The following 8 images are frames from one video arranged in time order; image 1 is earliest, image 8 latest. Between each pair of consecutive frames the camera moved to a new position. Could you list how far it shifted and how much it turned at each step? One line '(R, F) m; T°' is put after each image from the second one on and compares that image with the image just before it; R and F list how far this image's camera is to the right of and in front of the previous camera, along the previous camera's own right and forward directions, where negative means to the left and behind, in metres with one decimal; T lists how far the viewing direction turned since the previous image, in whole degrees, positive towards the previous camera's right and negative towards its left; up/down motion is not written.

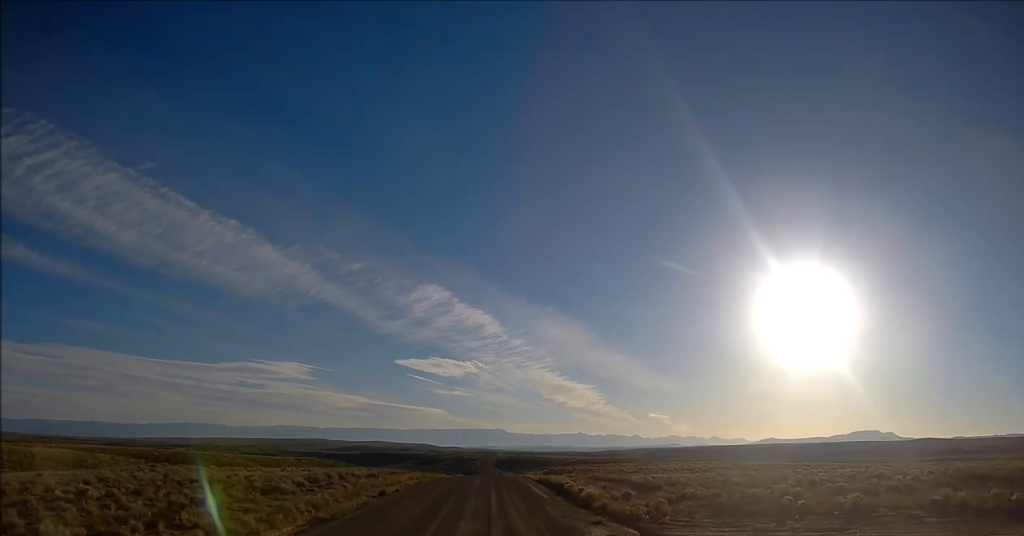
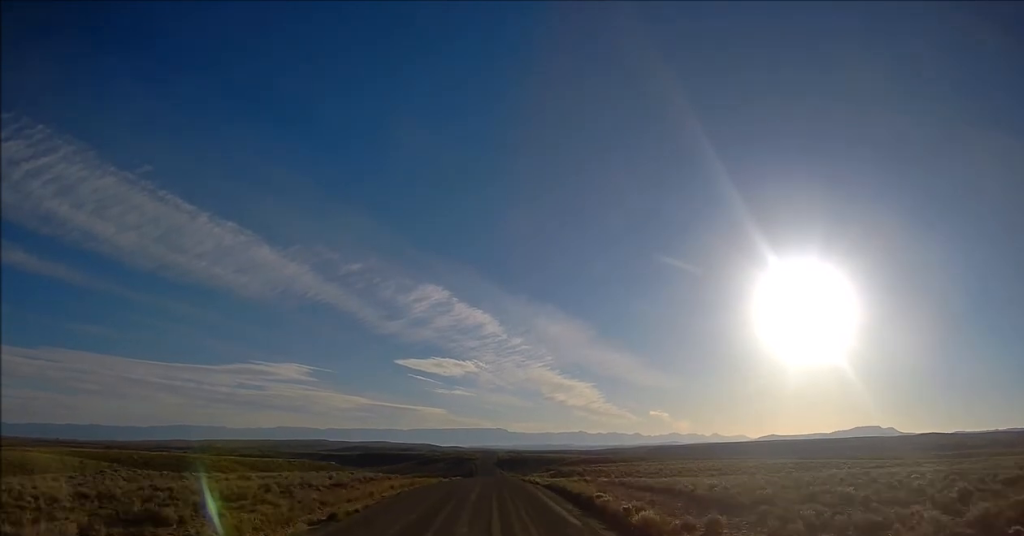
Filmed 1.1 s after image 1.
(+0.1, +10.4) m; +1°
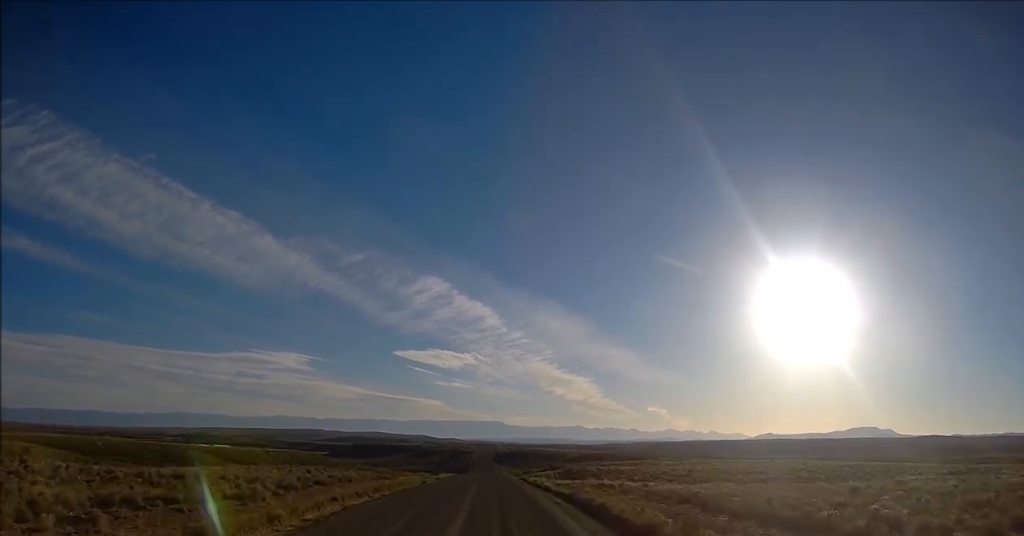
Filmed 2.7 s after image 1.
(0.0, +14.1) m; 0°
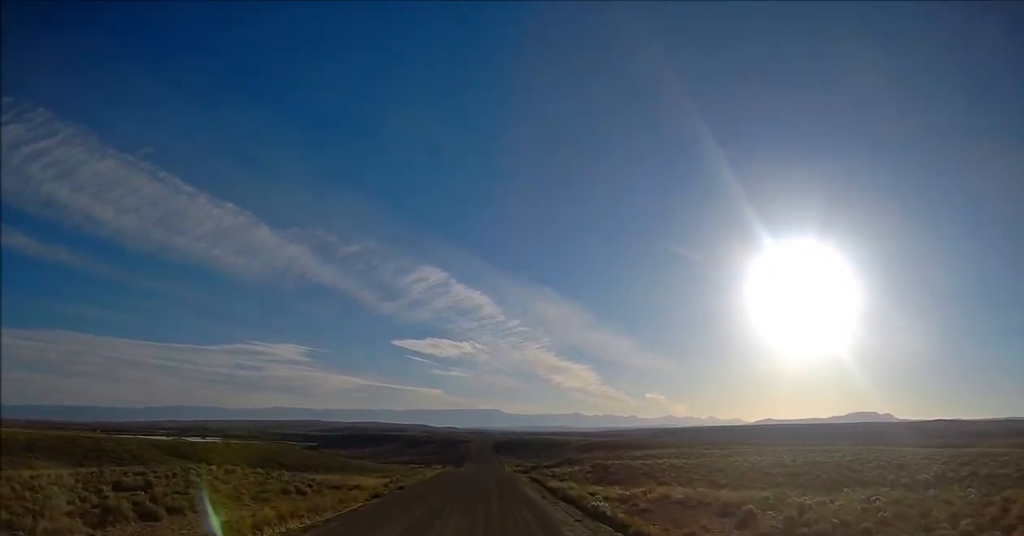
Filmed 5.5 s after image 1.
(+0.3, +25.4) m; +1°
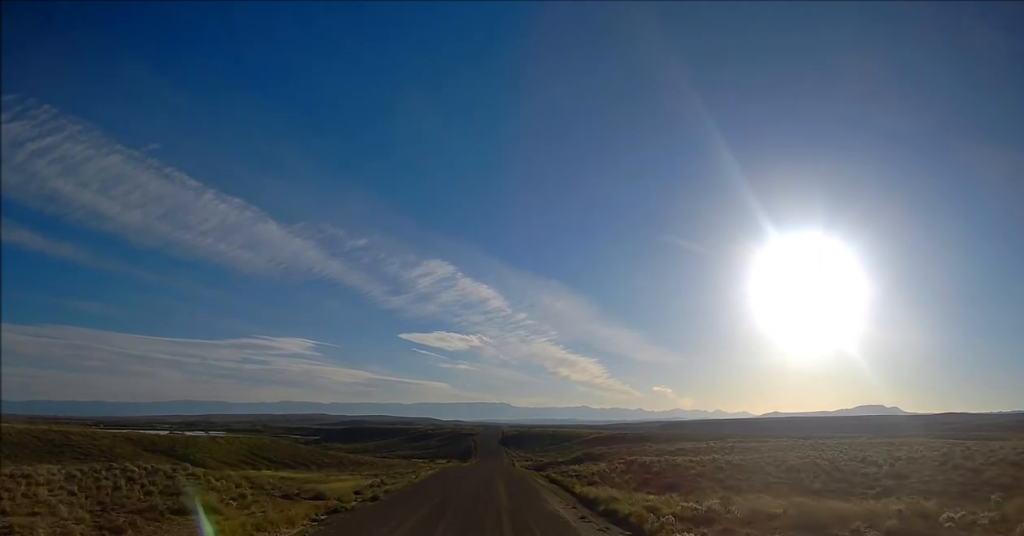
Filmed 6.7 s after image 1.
(-0.1, +11.1) m; -1°
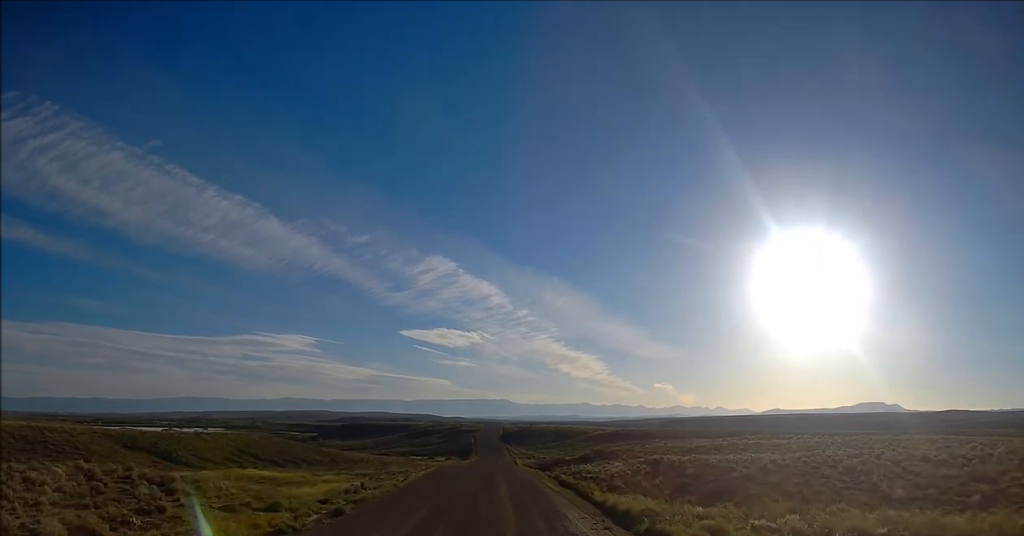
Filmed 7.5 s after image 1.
(0.0, +6.5) m; 0°
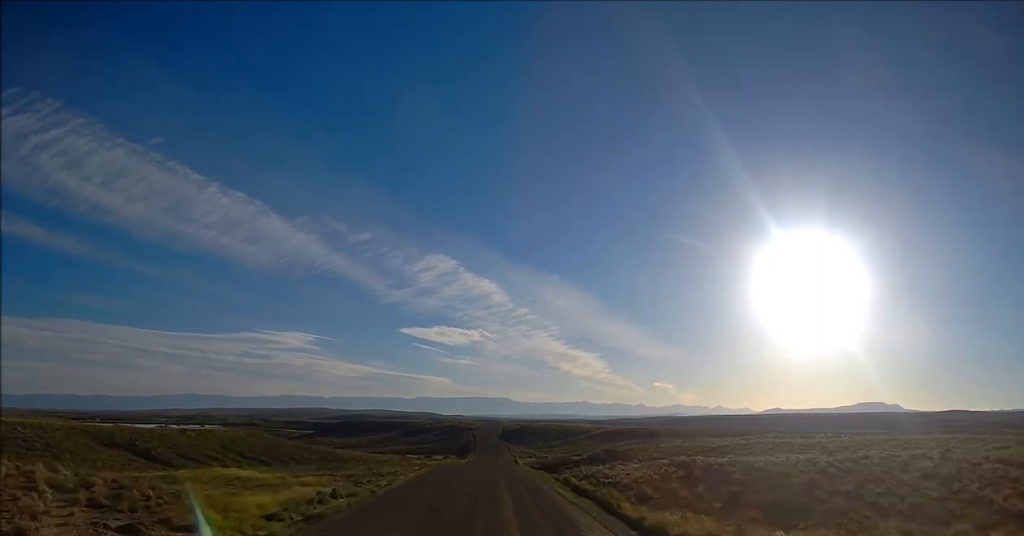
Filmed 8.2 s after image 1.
(0.0, +6.1) m; 0°
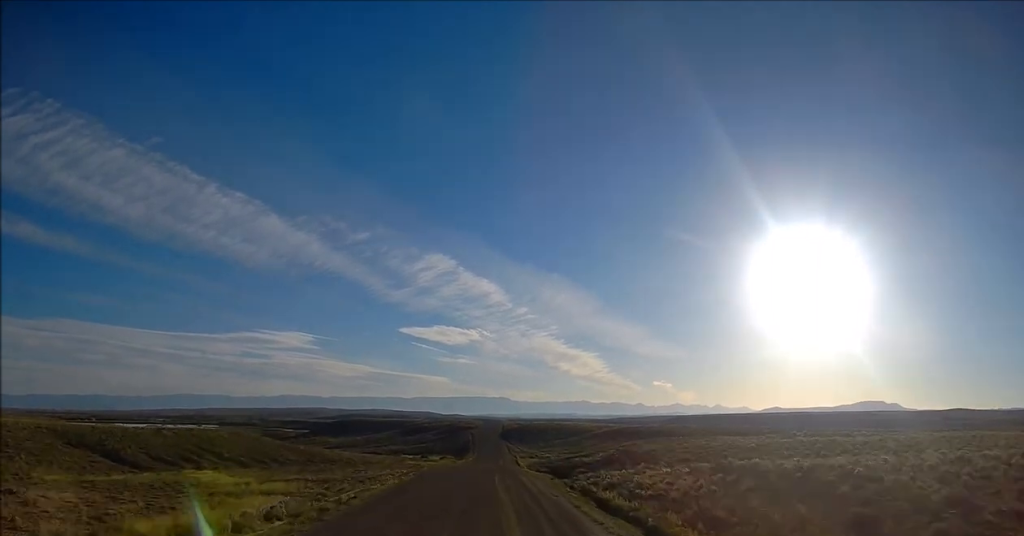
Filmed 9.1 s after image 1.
(0.0, +8.1) m; 0°
